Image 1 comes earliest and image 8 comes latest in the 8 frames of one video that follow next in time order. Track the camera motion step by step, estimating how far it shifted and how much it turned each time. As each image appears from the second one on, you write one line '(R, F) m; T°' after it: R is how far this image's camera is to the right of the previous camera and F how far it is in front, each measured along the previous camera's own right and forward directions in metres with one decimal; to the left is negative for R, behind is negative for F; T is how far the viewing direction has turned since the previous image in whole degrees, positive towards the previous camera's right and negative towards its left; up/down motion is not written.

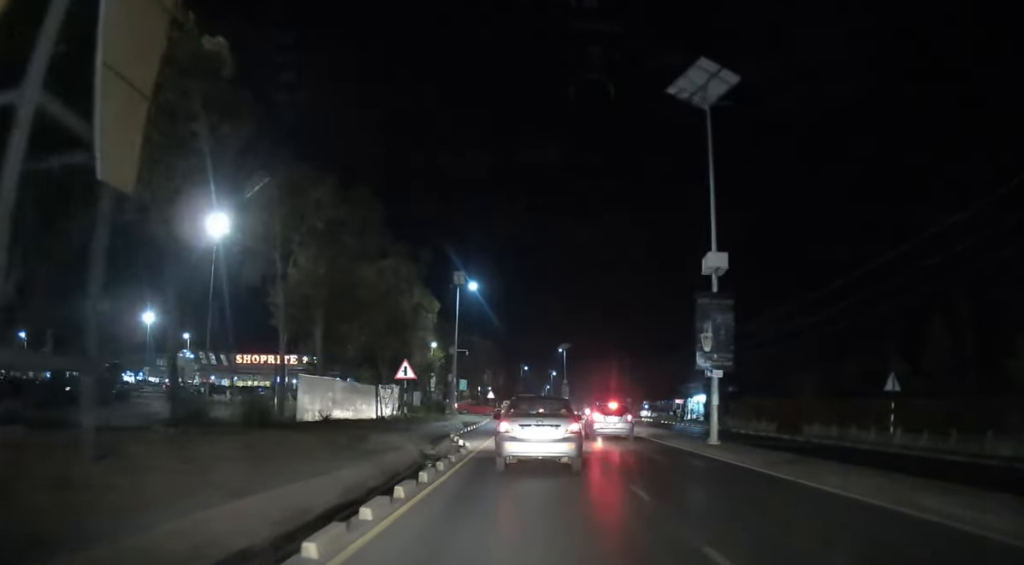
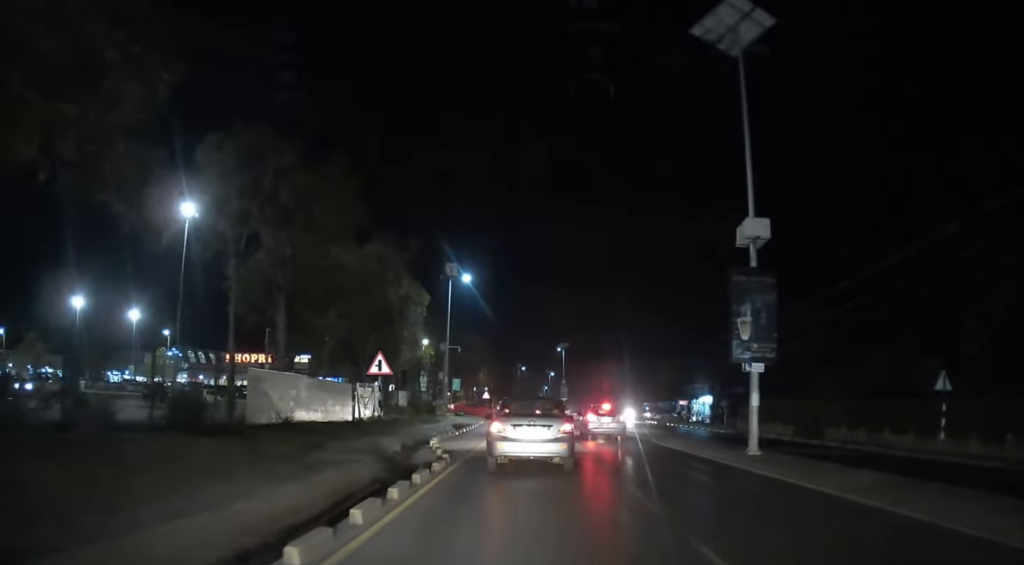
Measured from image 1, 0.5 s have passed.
(0.0, +4.3) m; 0°
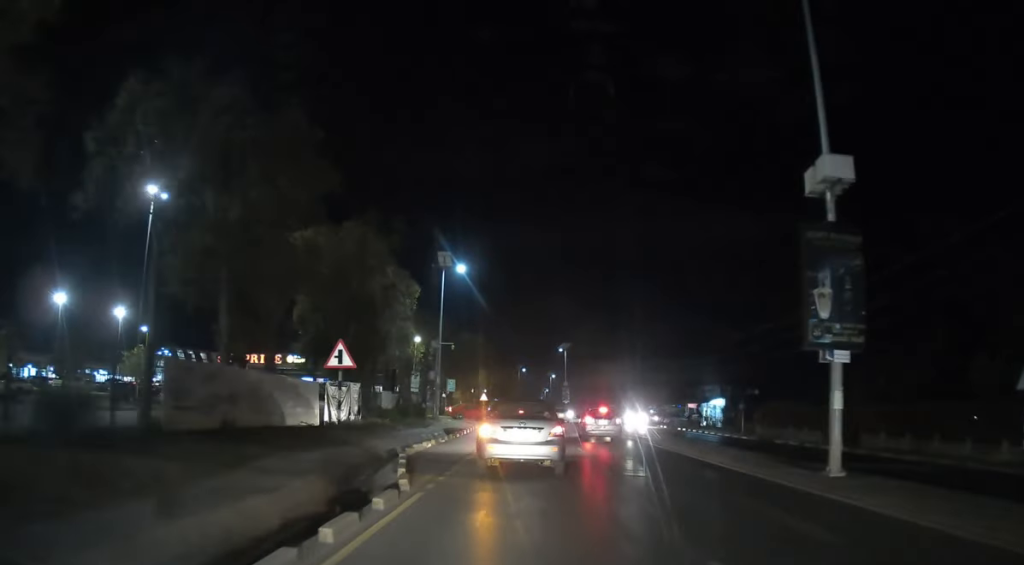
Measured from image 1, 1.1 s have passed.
(0.0, +5.1) m; 0°
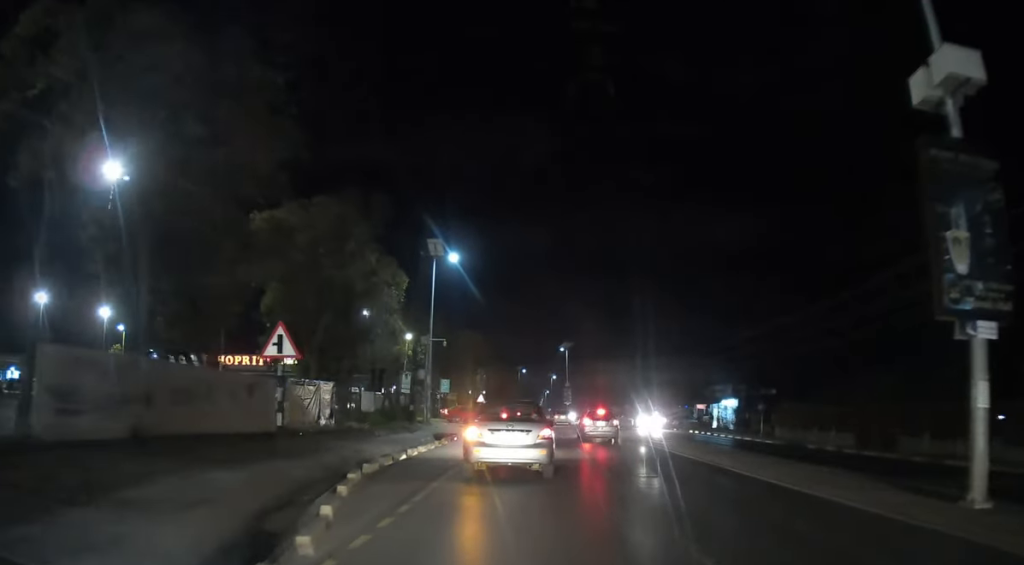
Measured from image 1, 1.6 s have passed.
(0.0, +4.5) m; 0°
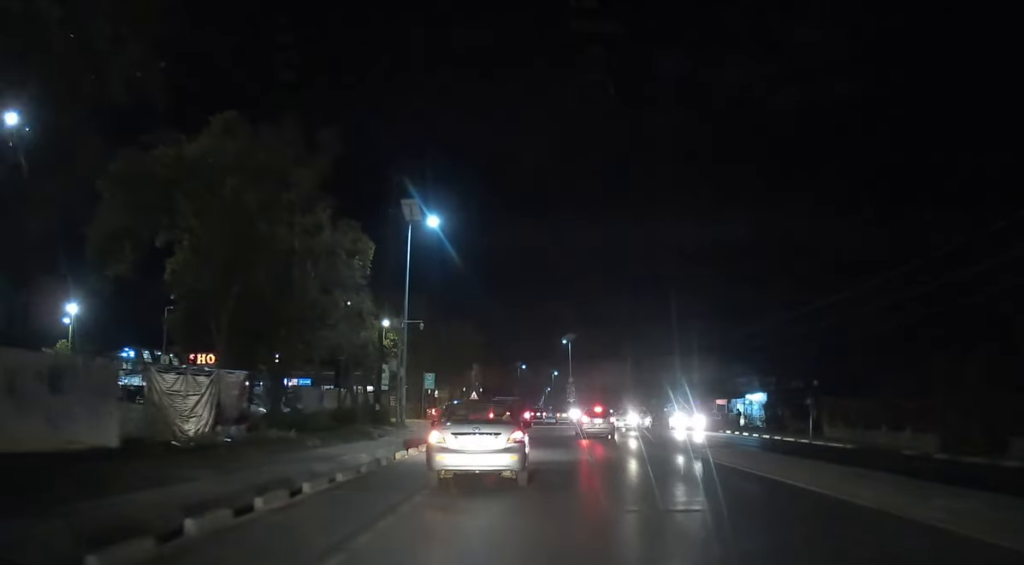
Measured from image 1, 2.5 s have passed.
(0.0, +8.7) m; +1°
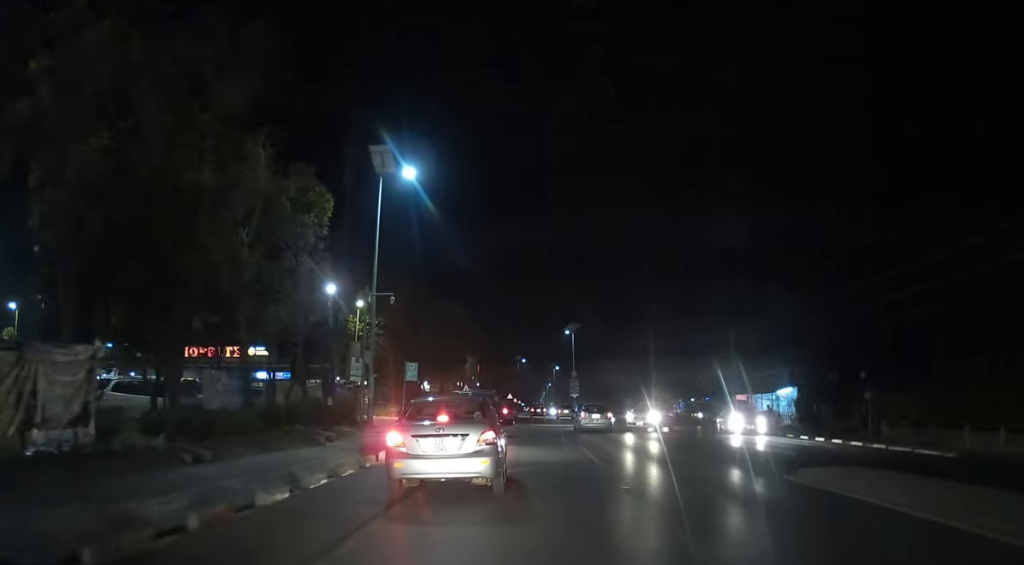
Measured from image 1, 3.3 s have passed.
(+0.1, +7.6) m; -1°
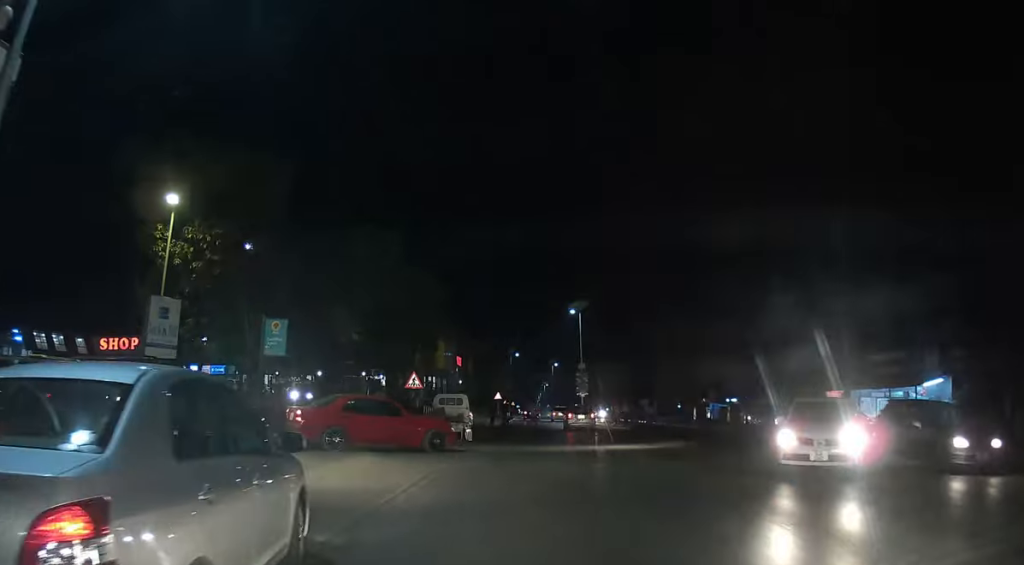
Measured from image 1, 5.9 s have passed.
(+0.1, +25.1) m; 0°
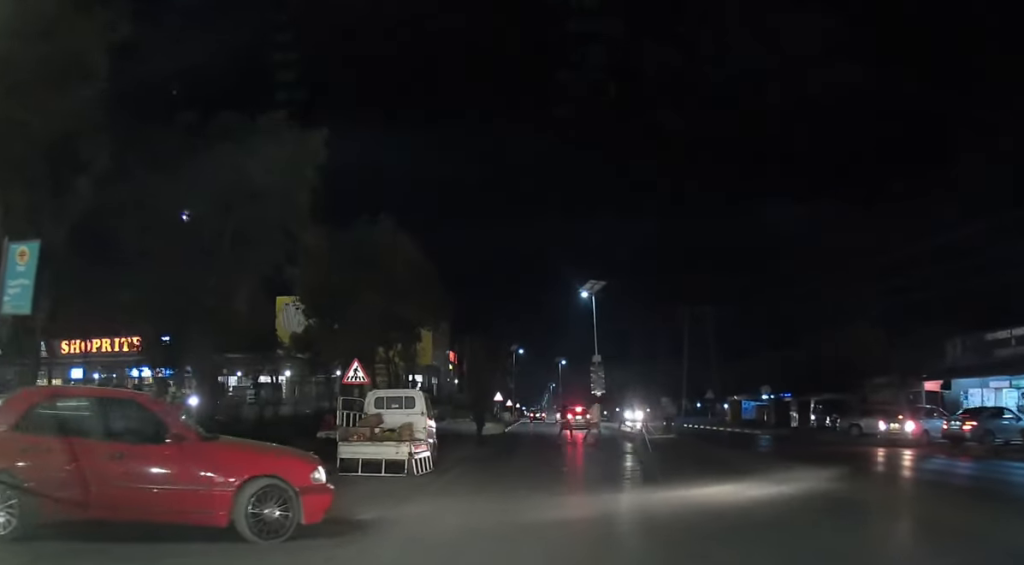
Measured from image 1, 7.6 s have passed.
(-0.1, +12.4) m; +1°
